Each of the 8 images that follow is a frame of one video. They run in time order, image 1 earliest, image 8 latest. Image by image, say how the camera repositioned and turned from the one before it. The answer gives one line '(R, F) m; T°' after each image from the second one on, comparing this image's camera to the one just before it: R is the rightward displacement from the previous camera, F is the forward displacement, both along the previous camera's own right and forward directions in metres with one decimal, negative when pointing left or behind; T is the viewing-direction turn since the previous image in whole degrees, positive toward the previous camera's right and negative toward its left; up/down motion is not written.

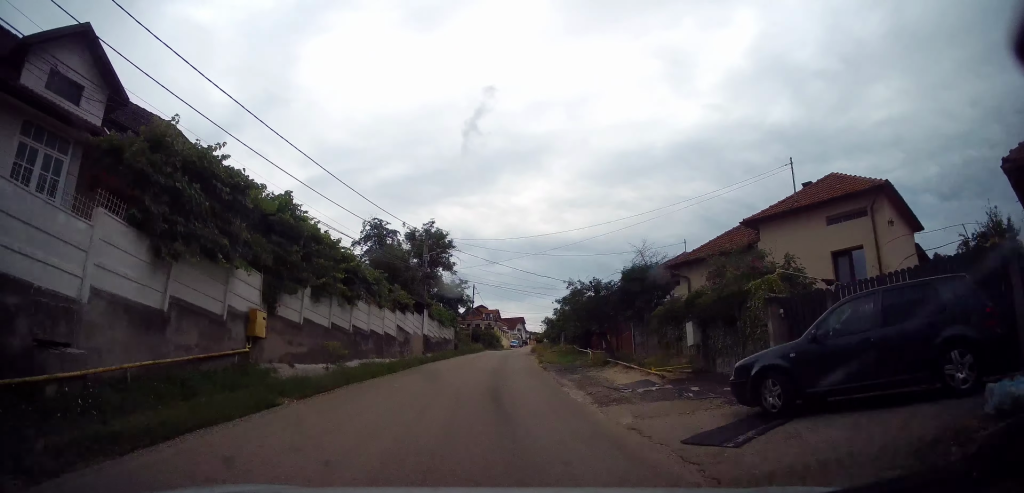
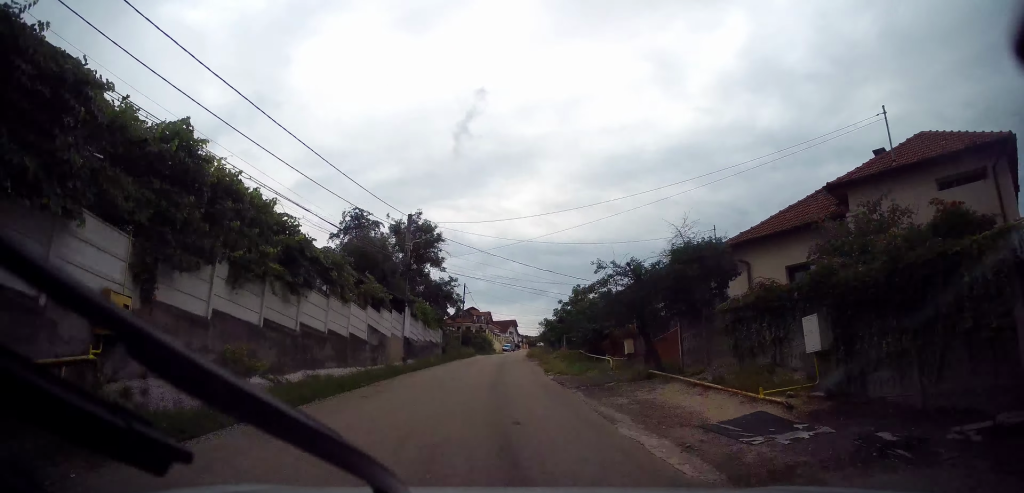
(-0.1, +5.3) m; 0°
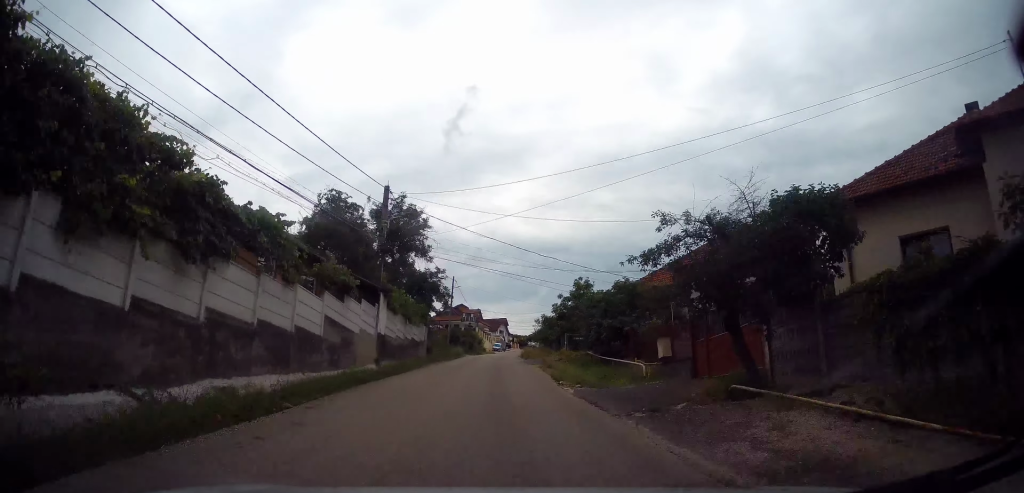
(-0.1, +4.9) m; 0°
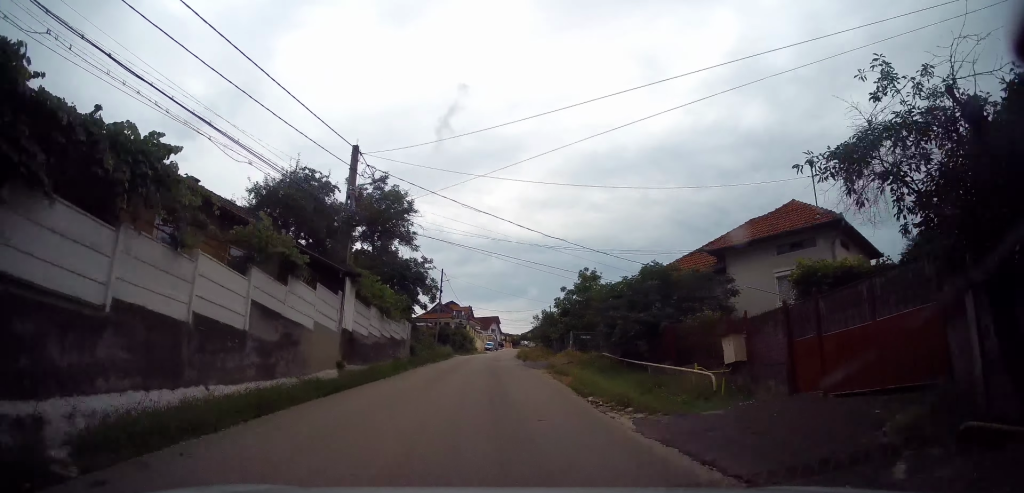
(+0.2, +4.5) m; +1°
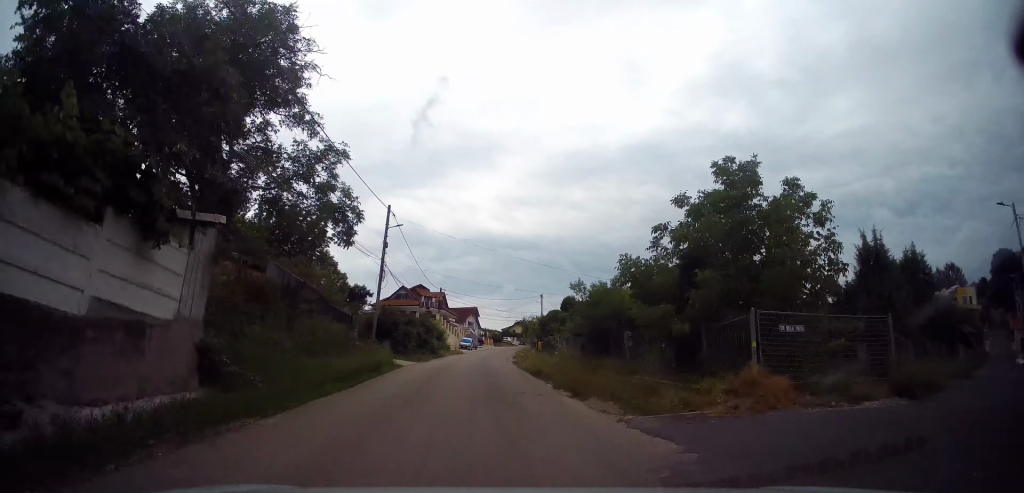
(+0.2, +19.2) m; +3°
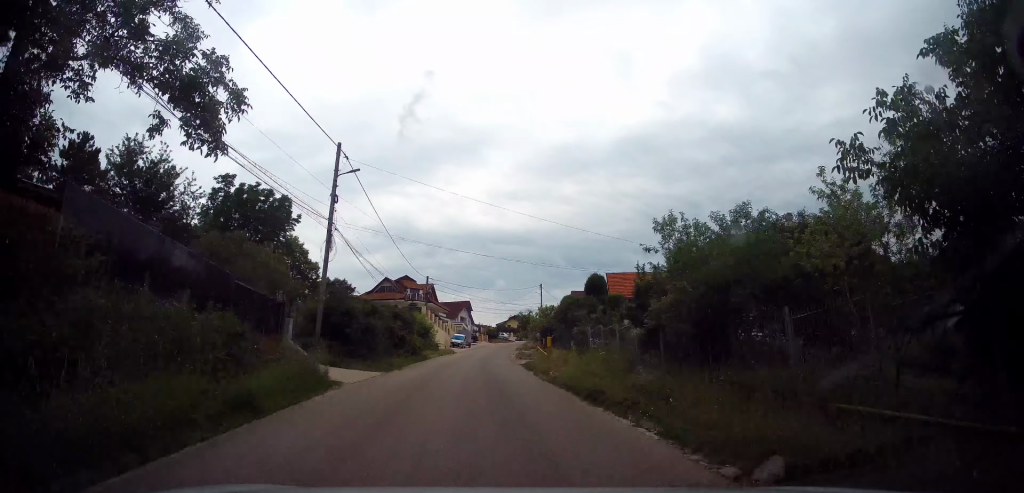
(+0.3, +9.2) m; +1°
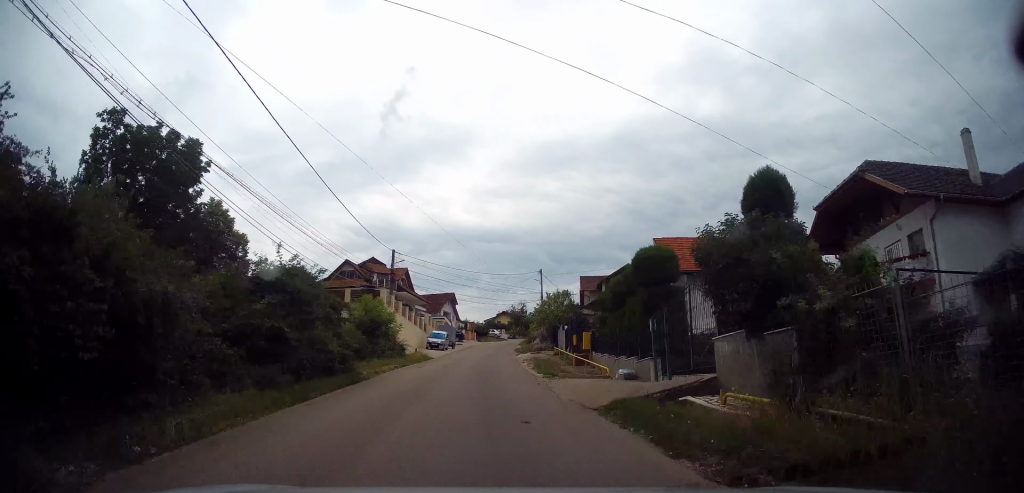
(+0.1, +19.6) m; +1°
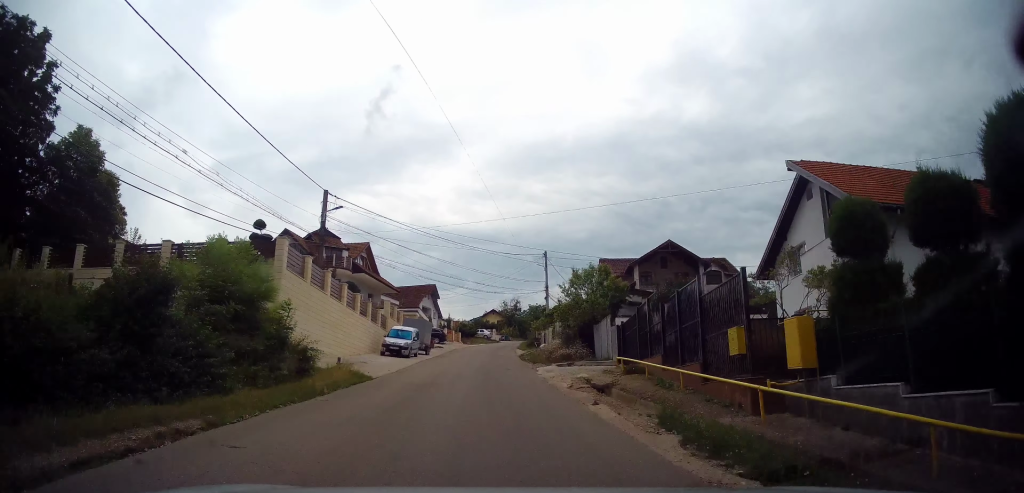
(+0.2, +23.0) m; 0°
